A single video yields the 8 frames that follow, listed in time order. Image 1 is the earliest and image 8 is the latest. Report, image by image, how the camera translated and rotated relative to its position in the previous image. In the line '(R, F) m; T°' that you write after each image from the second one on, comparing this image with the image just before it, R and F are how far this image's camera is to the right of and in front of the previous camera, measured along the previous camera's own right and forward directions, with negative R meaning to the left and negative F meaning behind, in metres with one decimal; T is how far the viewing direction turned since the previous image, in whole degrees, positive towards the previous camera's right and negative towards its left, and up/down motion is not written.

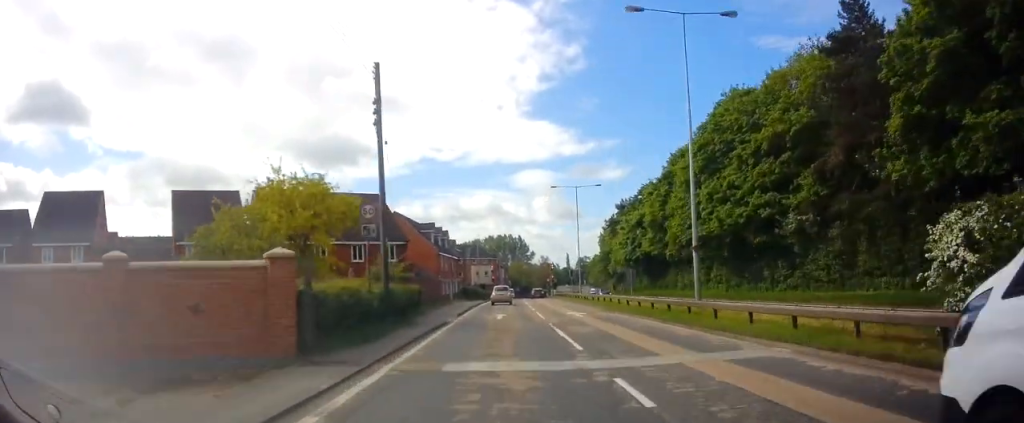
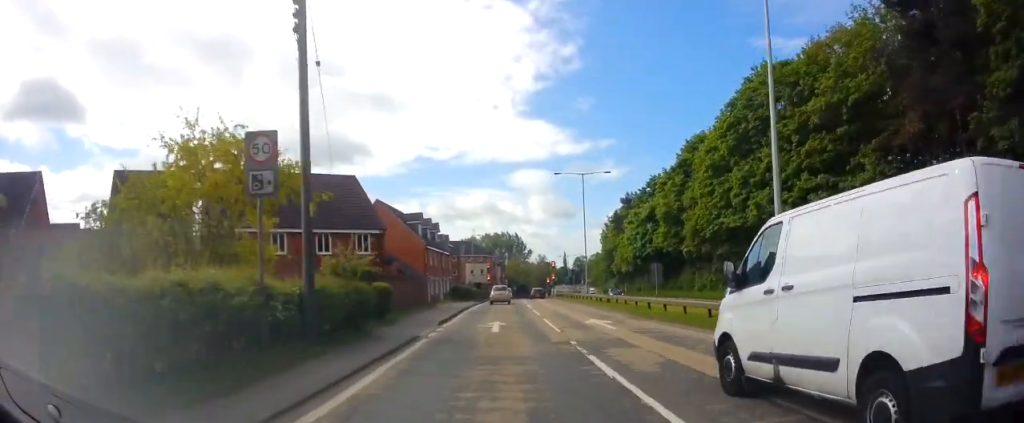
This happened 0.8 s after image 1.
(-0.1, +7.0) m; -1°
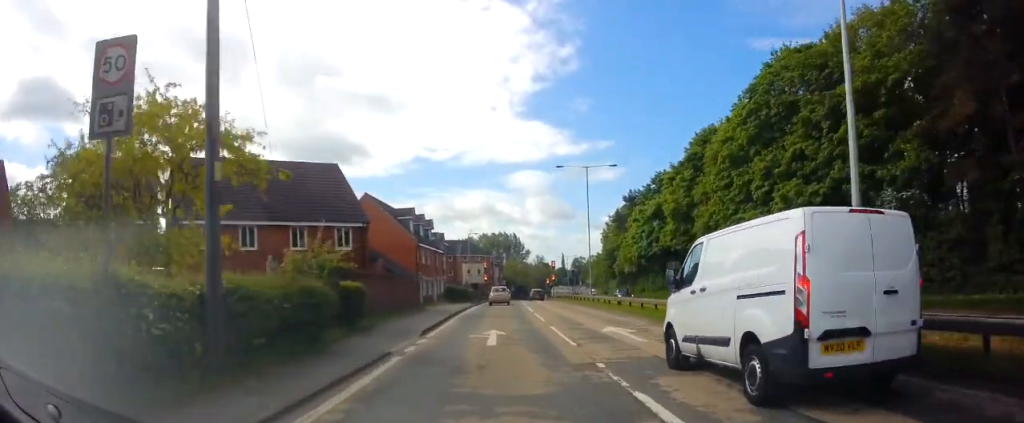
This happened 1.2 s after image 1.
(0.0, +3.7) m; 0°
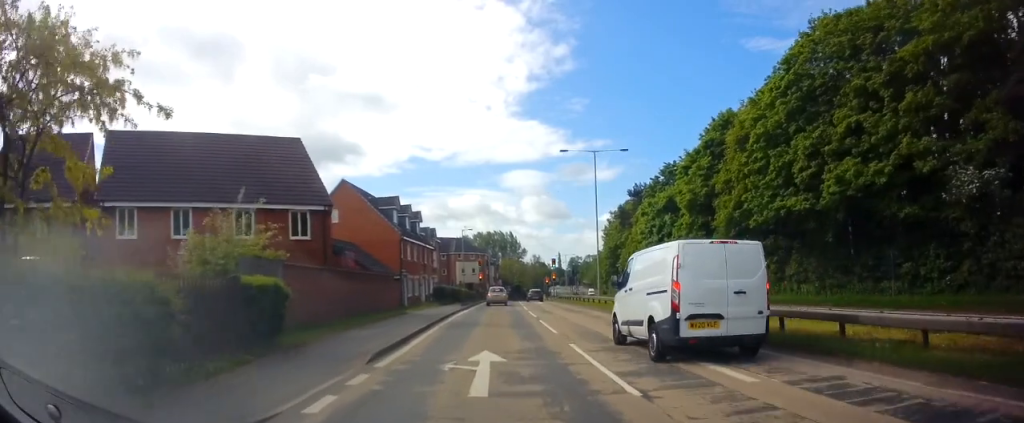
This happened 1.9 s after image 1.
(-0.1, +6.0) m; +1°
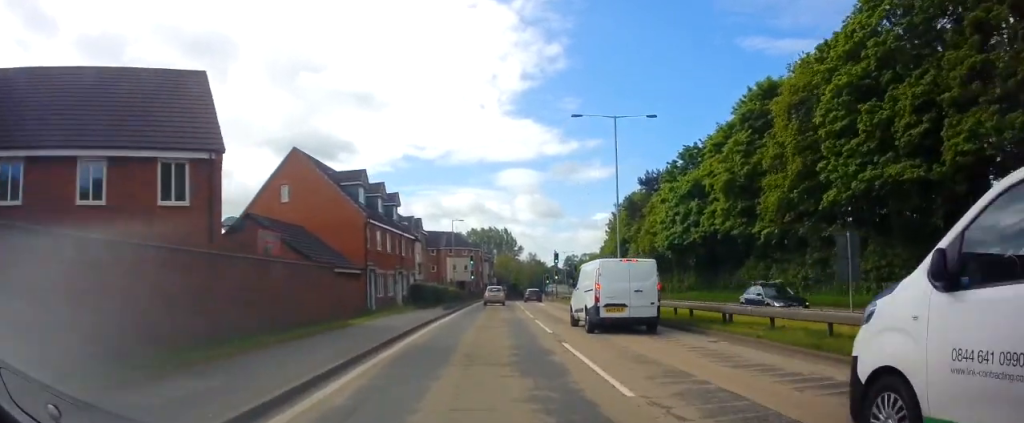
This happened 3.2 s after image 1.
(+0.4, +9.6) m; +2°
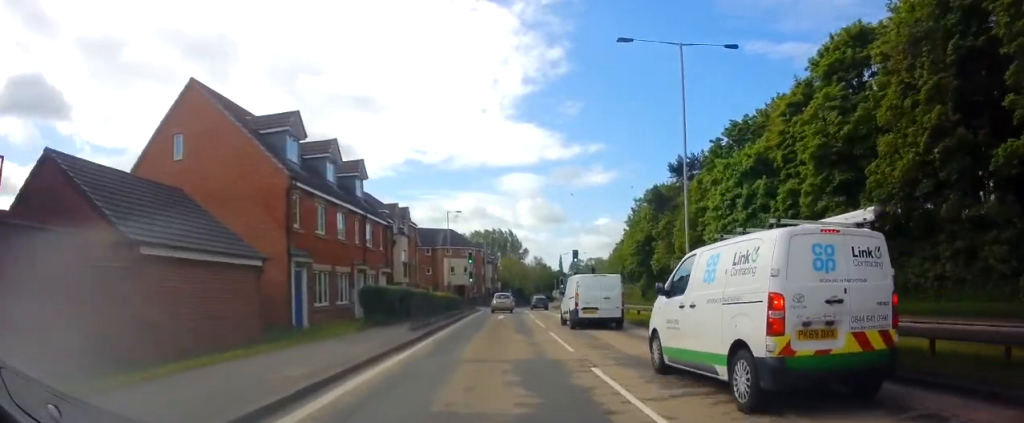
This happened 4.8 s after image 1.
(0.0, +12.5) m; +1°
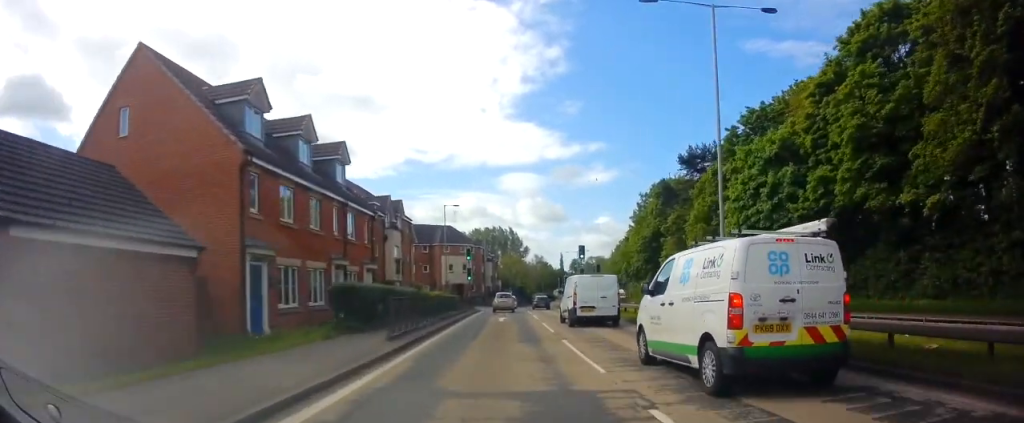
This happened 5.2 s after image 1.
(0.0, +3.7) m; 0°
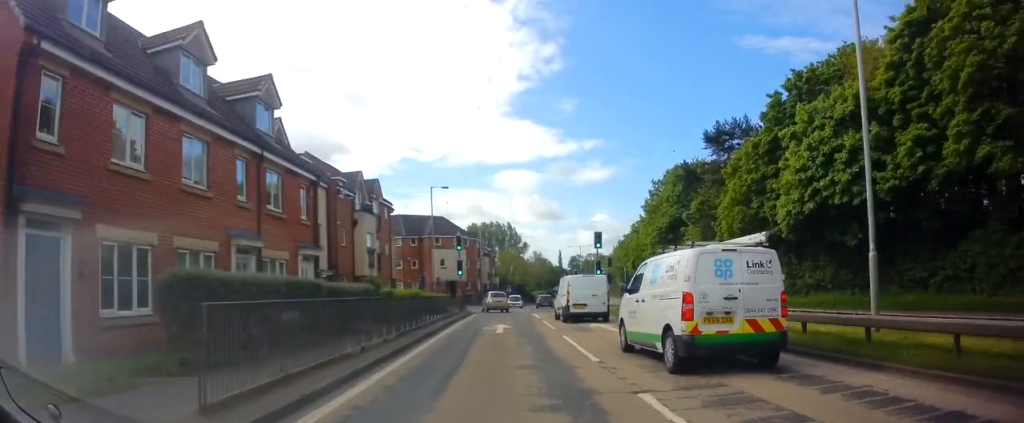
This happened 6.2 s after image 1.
(0.0, +8.7) m; -1°
